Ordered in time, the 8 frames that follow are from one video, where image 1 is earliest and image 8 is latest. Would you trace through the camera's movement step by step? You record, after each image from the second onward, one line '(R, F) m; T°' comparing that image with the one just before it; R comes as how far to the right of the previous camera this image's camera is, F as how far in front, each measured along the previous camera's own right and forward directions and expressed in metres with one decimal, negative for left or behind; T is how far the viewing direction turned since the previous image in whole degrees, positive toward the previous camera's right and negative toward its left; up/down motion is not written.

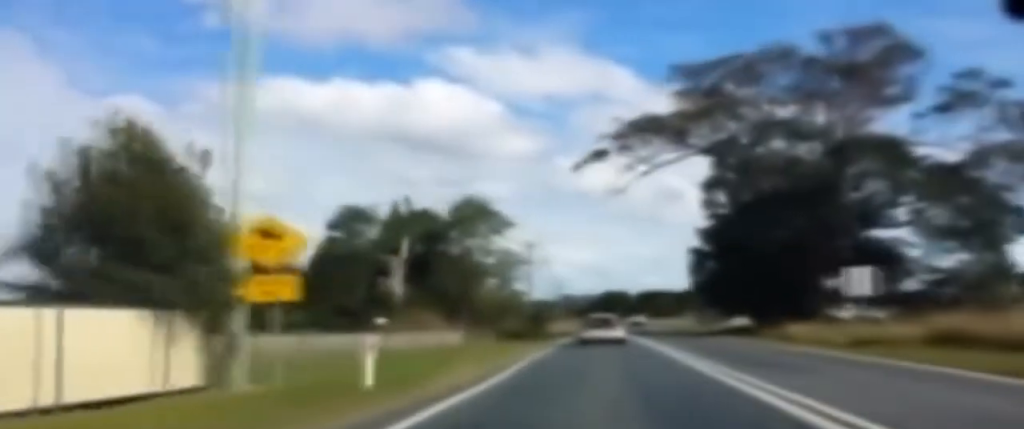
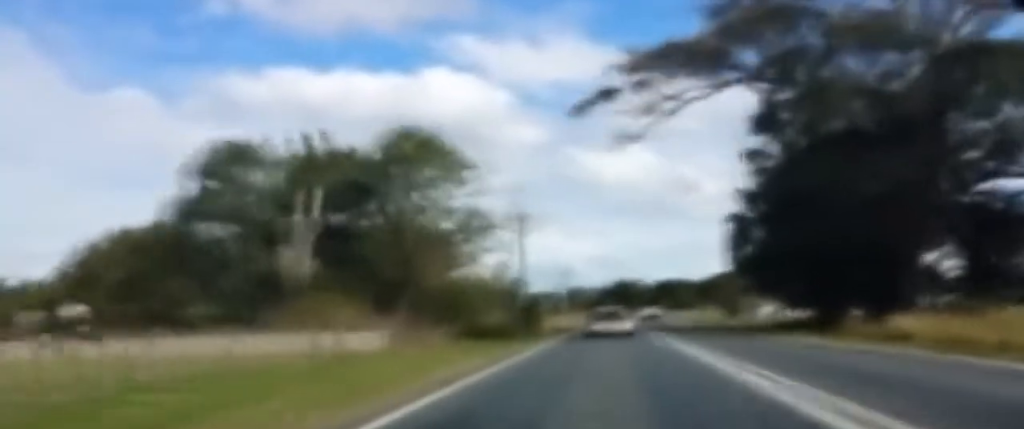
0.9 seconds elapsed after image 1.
(0.0, +16.2) m; -1°
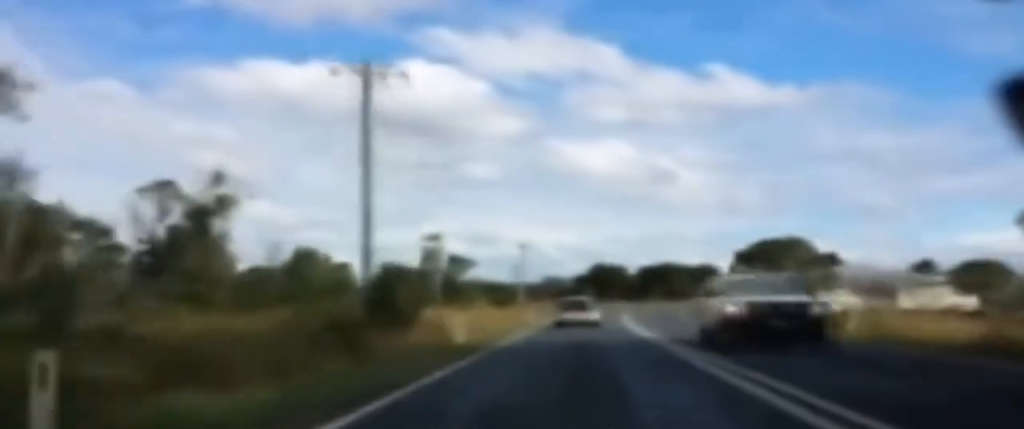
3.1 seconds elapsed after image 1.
(-1.0, +40.7) m; -1°
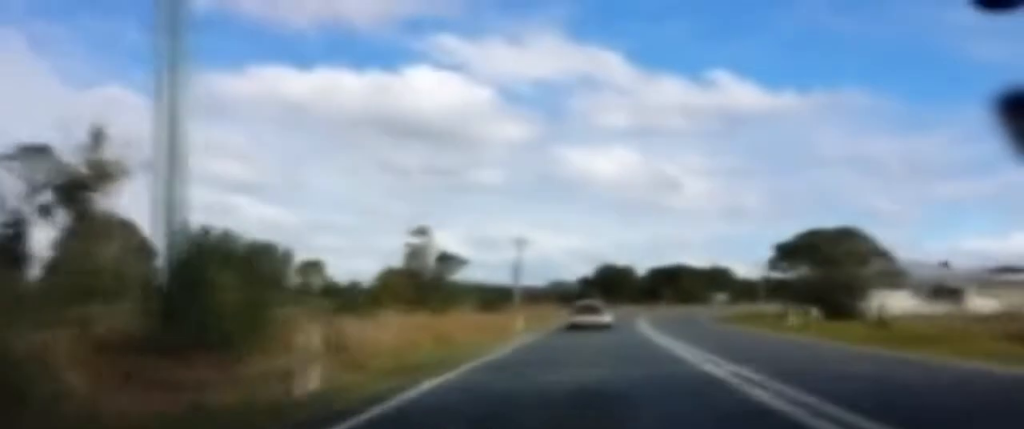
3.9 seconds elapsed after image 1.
(+0.1, +13.7) m; +1°
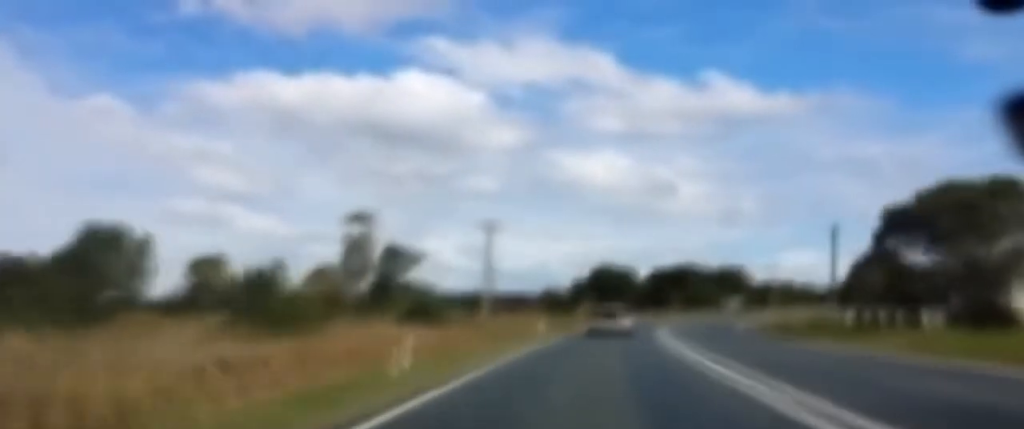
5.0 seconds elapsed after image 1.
(+0.2, +21.6) m; +1°
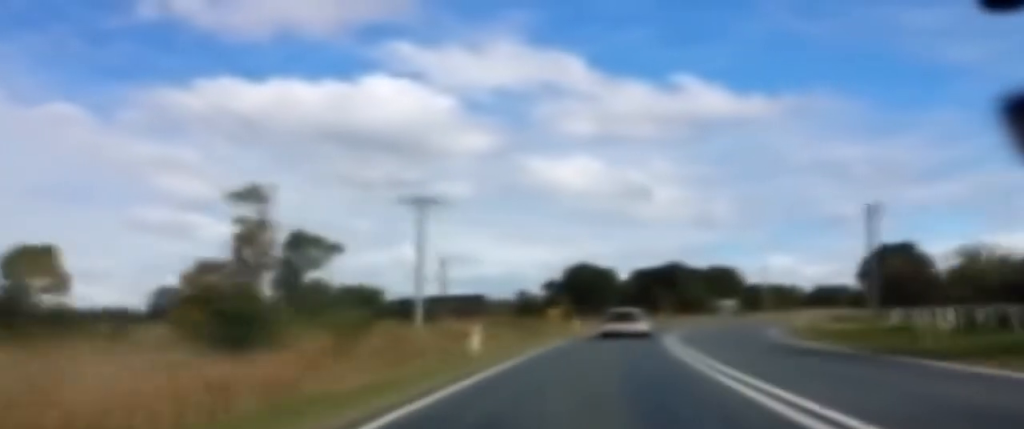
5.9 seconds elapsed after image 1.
(0.0, +16.8) m; 0°
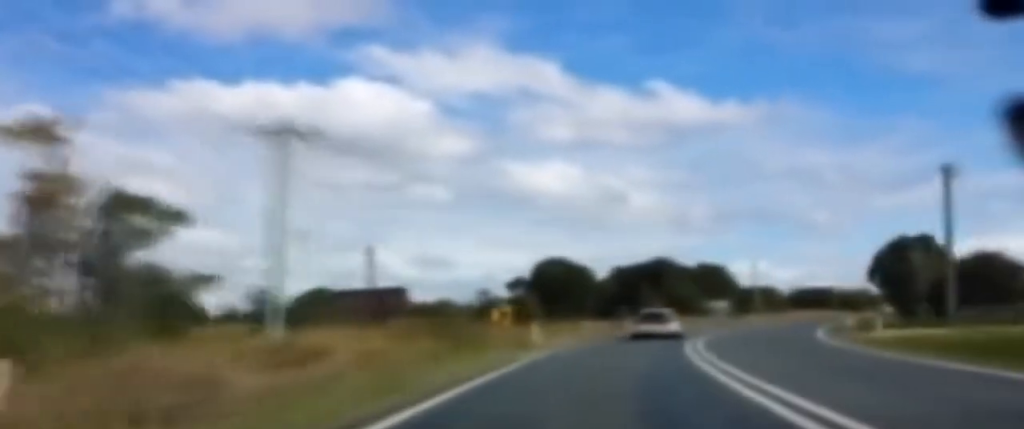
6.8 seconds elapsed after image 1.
(0.0, +18.3) m; +1°
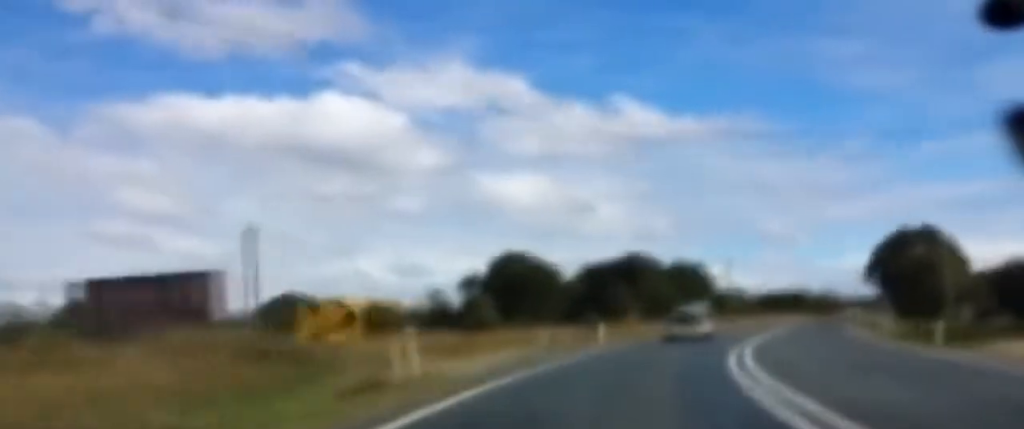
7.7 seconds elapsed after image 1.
(+0.3, +18.4) m; +3°
